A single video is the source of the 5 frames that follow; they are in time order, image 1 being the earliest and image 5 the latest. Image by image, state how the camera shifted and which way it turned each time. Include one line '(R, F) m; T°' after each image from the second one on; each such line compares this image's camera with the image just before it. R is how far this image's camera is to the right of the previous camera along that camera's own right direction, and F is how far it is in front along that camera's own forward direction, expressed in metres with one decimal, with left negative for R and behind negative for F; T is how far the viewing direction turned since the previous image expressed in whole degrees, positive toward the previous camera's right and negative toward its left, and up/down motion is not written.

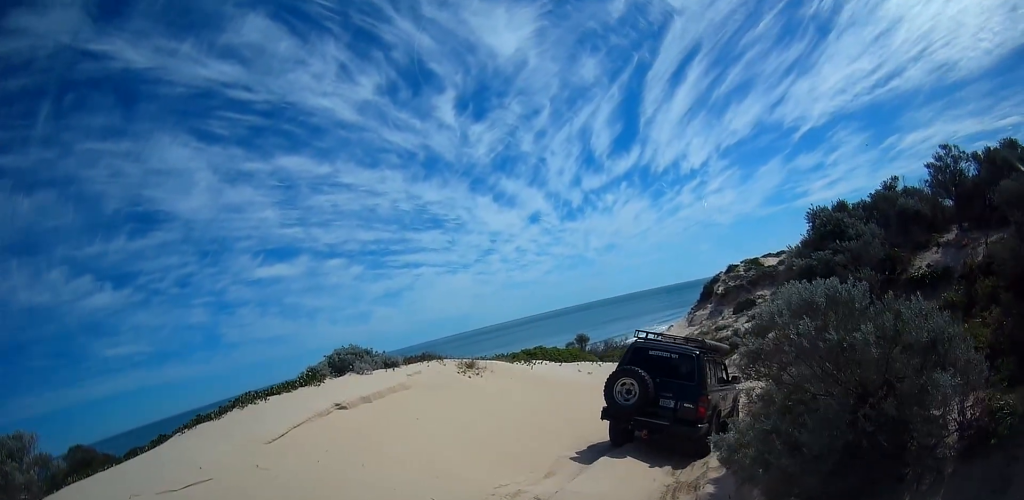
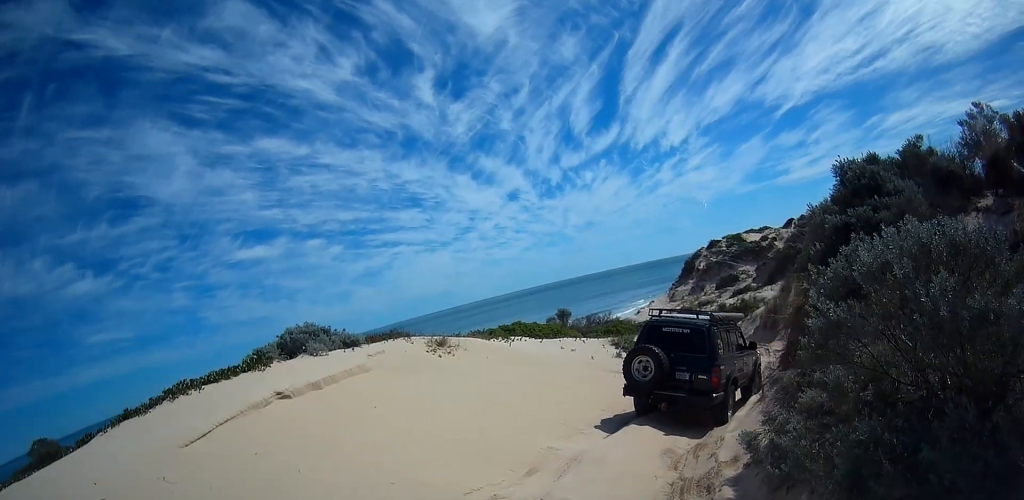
(+0.5, +0.8) m; 0°
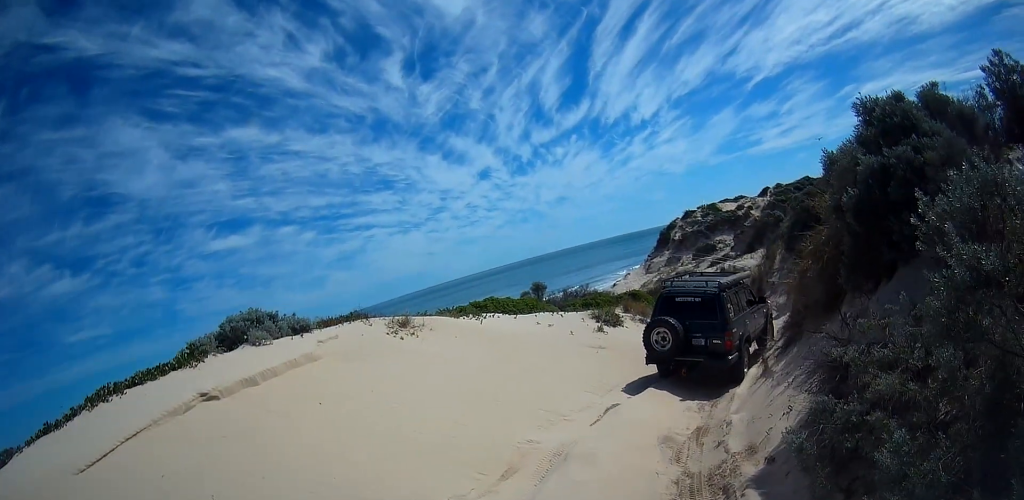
(-0.2, +1.3) m; 0°
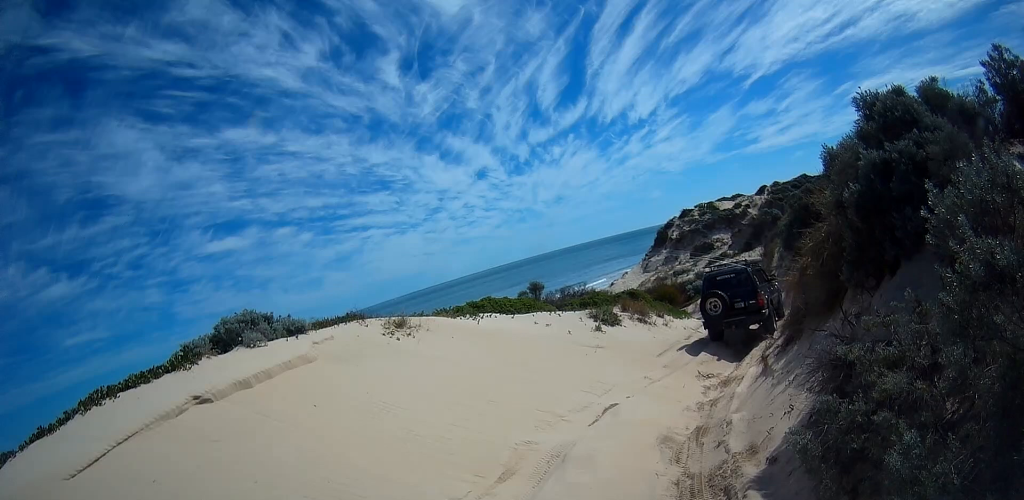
(+0.1, +0.7) m; 0°
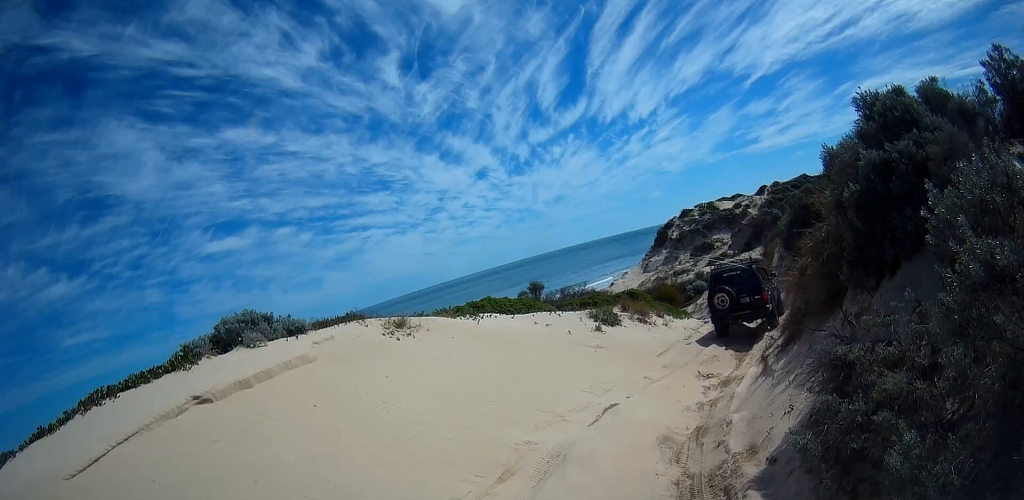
(0.0, 0.0) m; 0°
